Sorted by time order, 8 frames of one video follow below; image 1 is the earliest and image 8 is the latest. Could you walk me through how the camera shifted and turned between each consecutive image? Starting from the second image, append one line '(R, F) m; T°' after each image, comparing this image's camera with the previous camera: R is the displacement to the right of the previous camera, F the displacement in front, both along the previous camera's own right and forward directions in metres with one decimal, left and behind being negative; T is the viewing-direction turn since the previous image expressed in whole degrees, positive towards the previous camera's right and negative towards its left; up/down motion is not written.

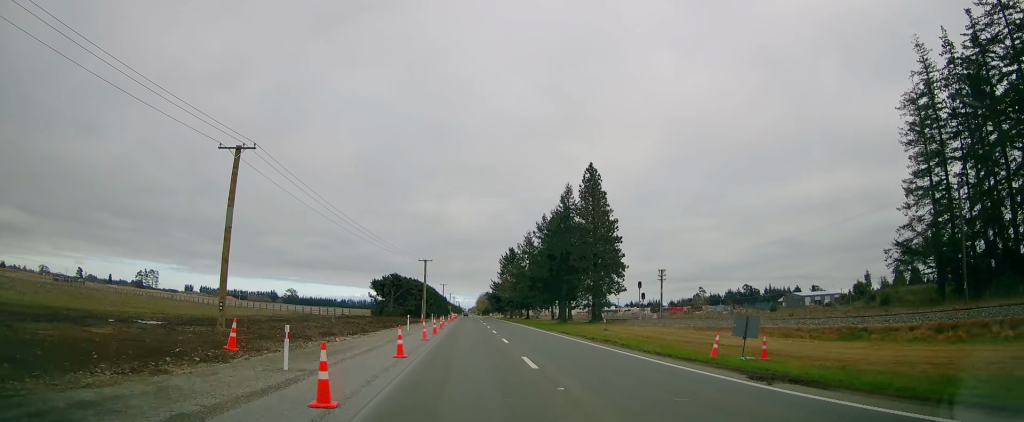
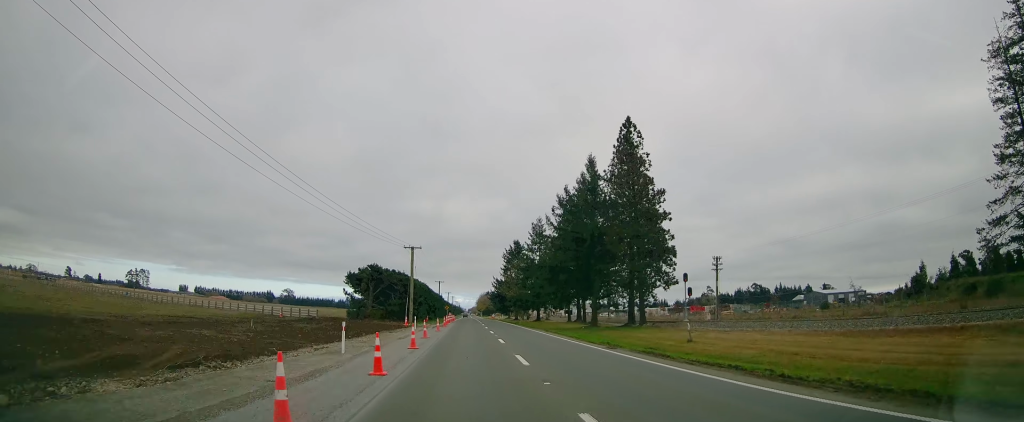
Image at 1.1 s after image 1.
(+0.5, +18.9) m; +2°
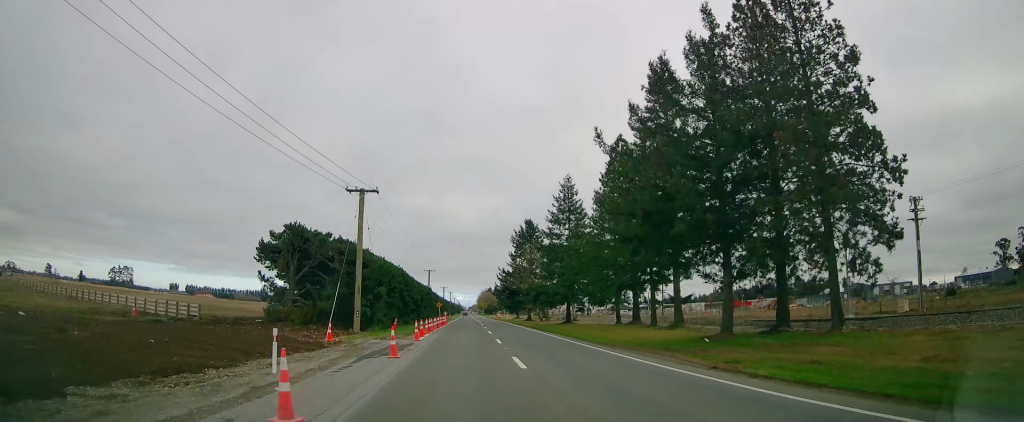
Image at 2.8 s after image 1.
(0.0, +31.2) m; -1°
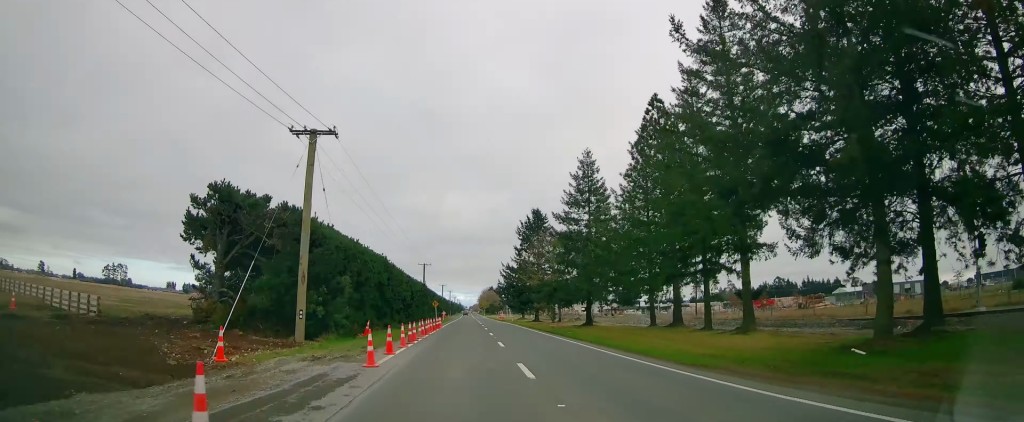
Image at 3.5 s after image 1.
(0.0, +11.8) m; 0°
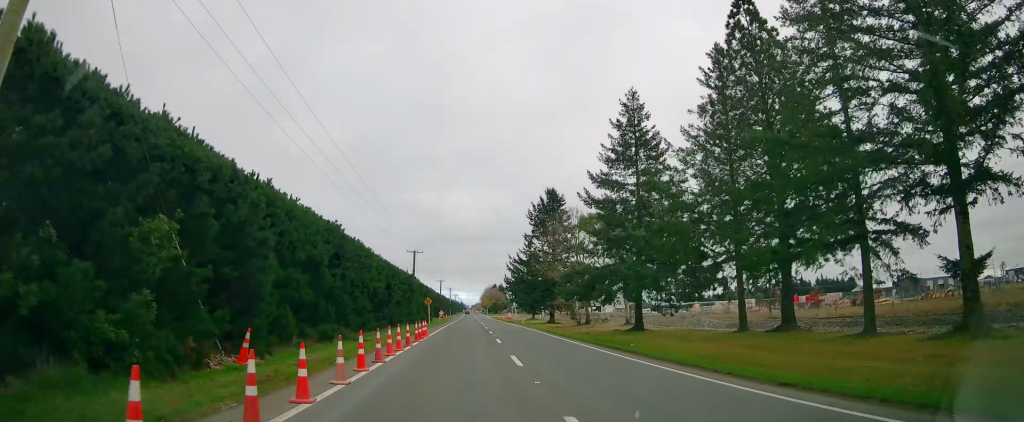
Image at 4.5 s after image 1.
(+0.1, +17.1) m; 0°
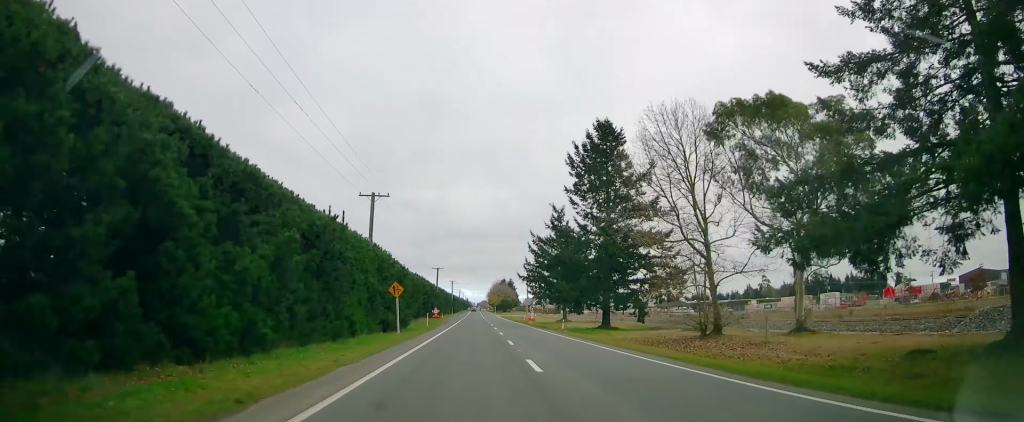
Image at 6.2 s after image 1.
(-0.2, +31.8) m; -1°
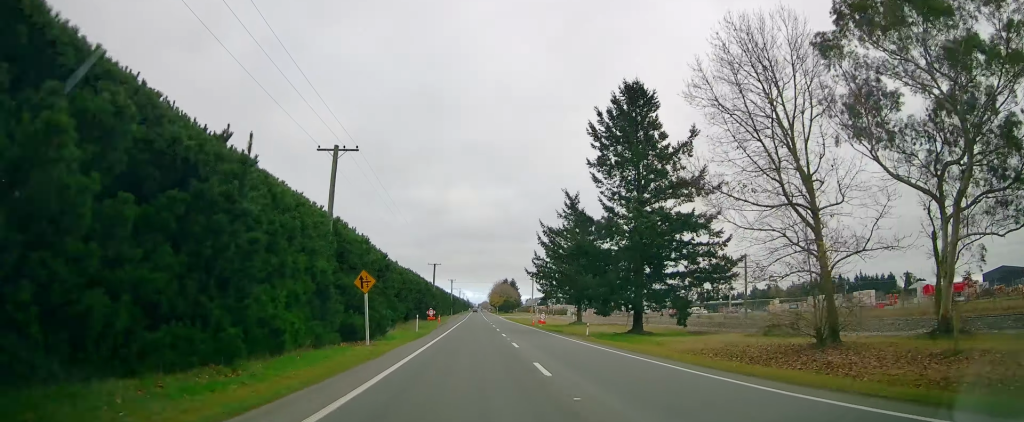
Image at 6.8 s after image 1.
(0.0, +11.0) m; 0°
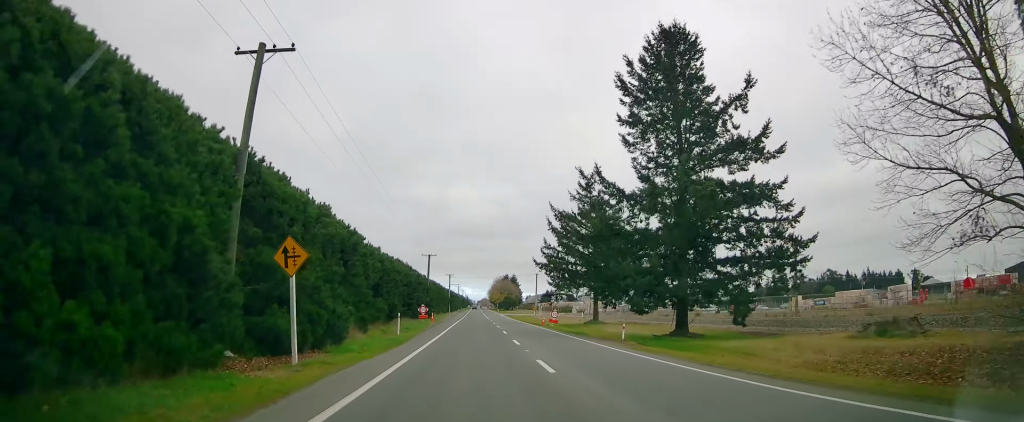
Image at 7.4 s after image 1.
(0.0, +9.8) m; 0°
